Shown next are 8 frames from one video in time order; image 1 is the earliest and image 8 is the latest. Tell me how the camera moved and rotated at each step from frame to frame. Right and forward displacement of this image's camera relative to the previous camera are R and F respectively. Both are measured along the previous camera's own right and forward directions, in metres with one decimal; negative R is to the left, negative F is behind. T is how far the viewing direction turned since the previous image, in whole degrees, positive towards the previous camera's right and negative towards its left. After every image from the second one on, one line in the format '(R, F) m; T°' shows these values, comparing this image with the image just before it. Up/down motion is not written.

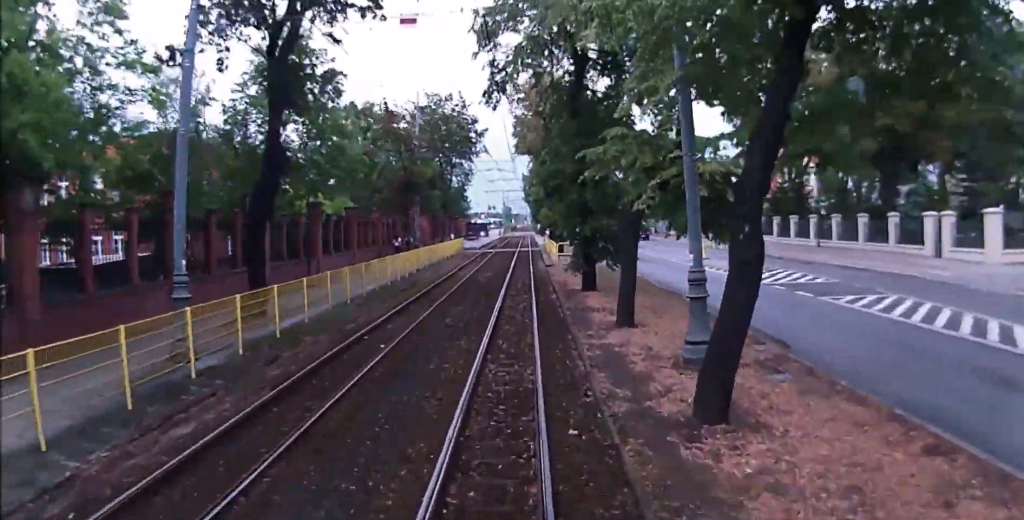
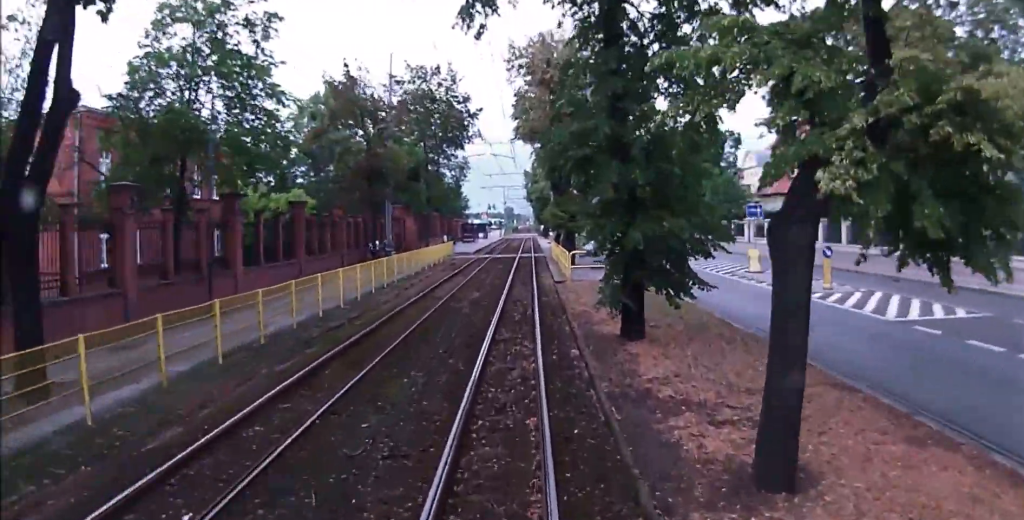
(+0.1, +9.6) m; -2°
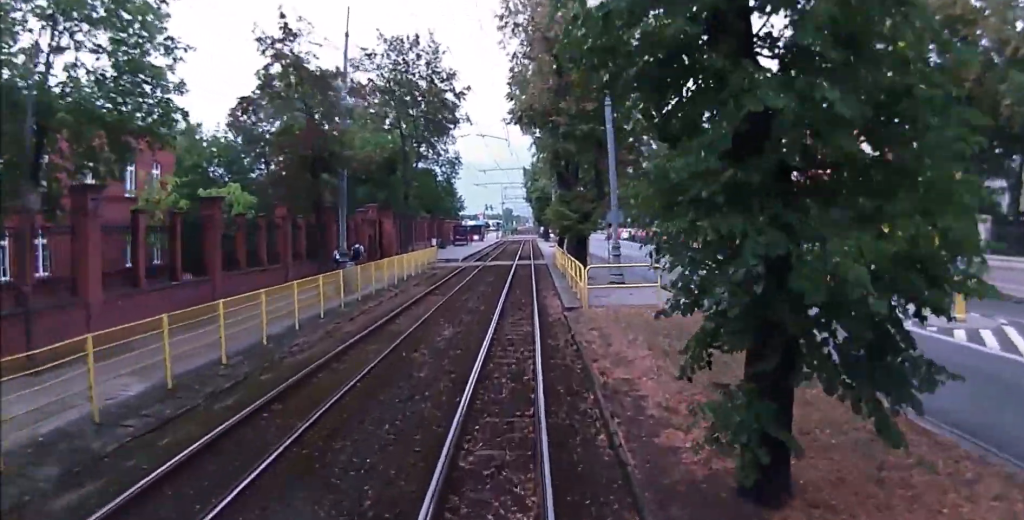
(-0.4, +8.2) m; -3°
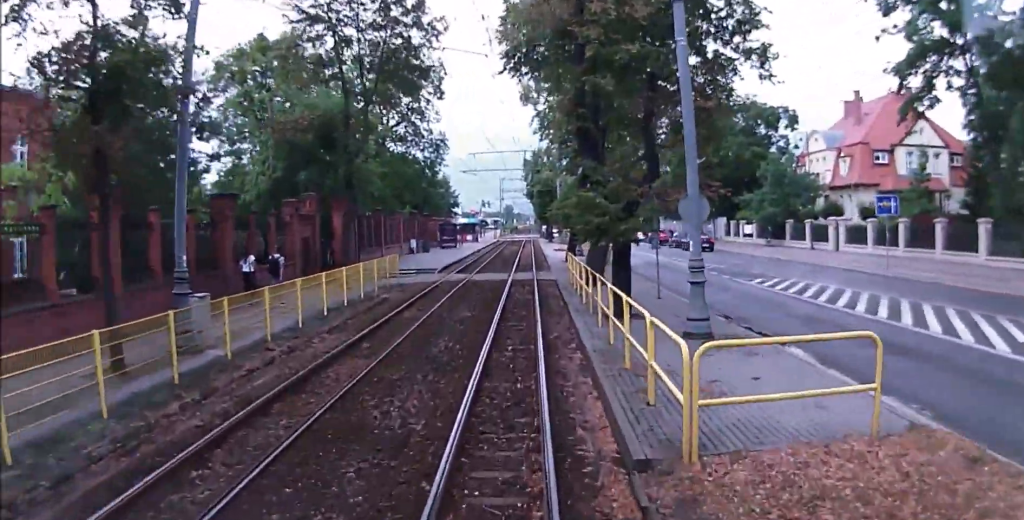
(+0.1, +12.1) m; +1°
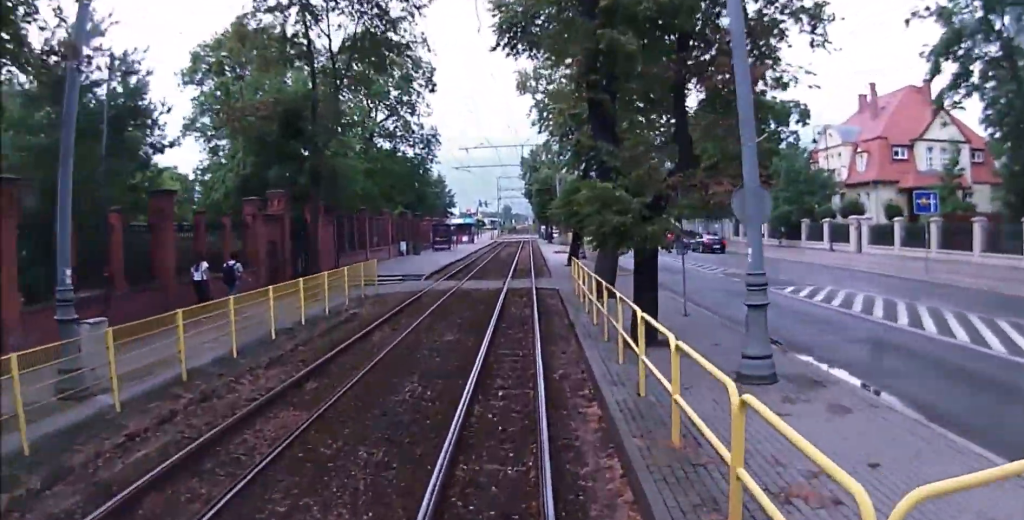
(0.0, +3.6) m; -1°
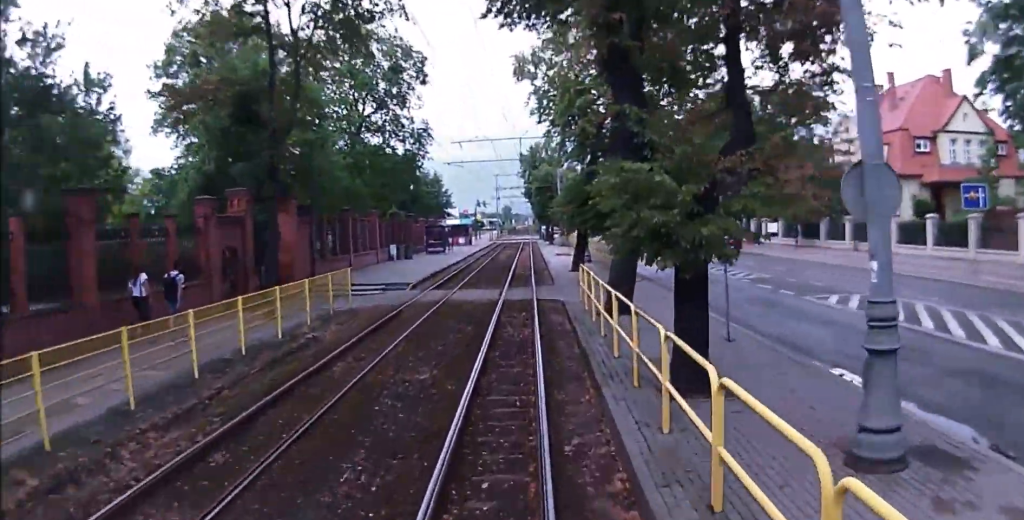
(0.0, +3.6) m; -1°
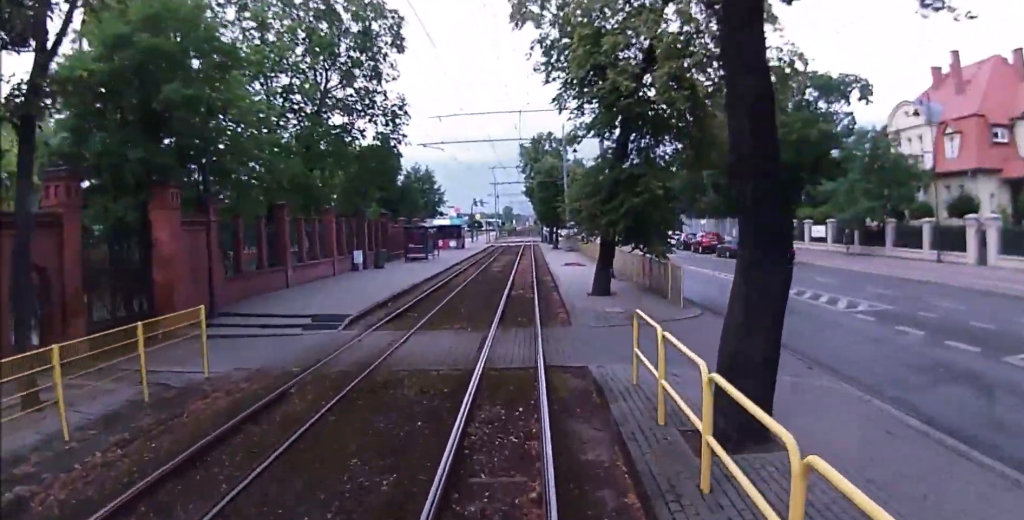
(-0.1, +9.8) m; 0°
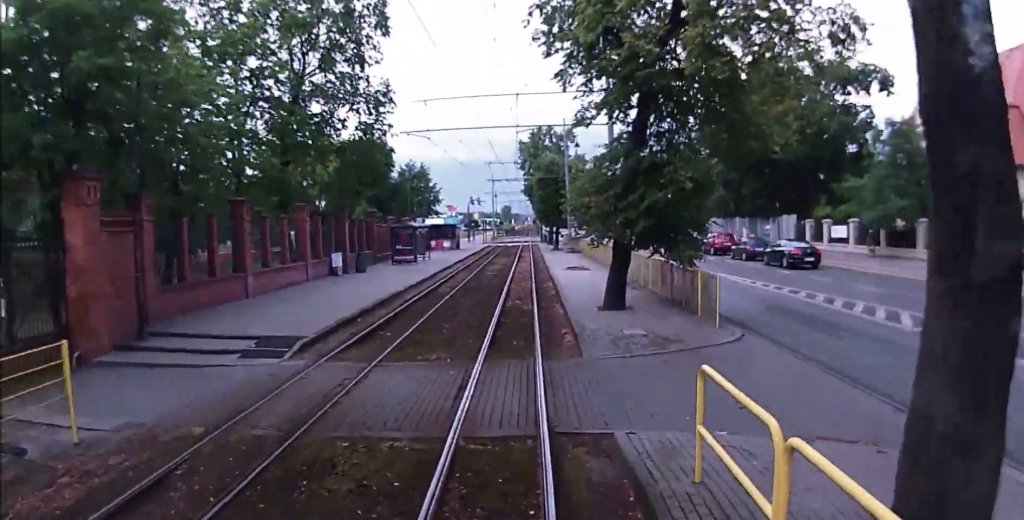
(+0.1, +3.9) m; 0°
